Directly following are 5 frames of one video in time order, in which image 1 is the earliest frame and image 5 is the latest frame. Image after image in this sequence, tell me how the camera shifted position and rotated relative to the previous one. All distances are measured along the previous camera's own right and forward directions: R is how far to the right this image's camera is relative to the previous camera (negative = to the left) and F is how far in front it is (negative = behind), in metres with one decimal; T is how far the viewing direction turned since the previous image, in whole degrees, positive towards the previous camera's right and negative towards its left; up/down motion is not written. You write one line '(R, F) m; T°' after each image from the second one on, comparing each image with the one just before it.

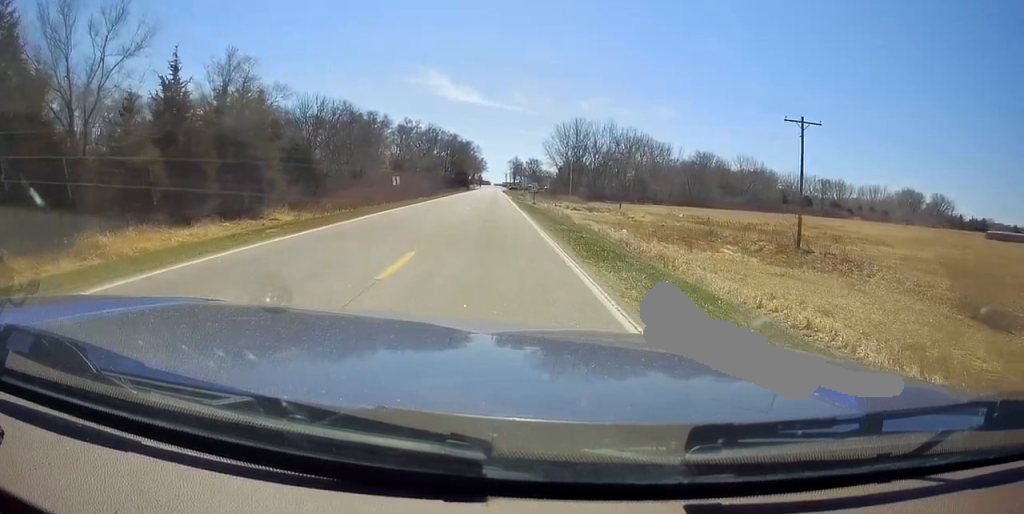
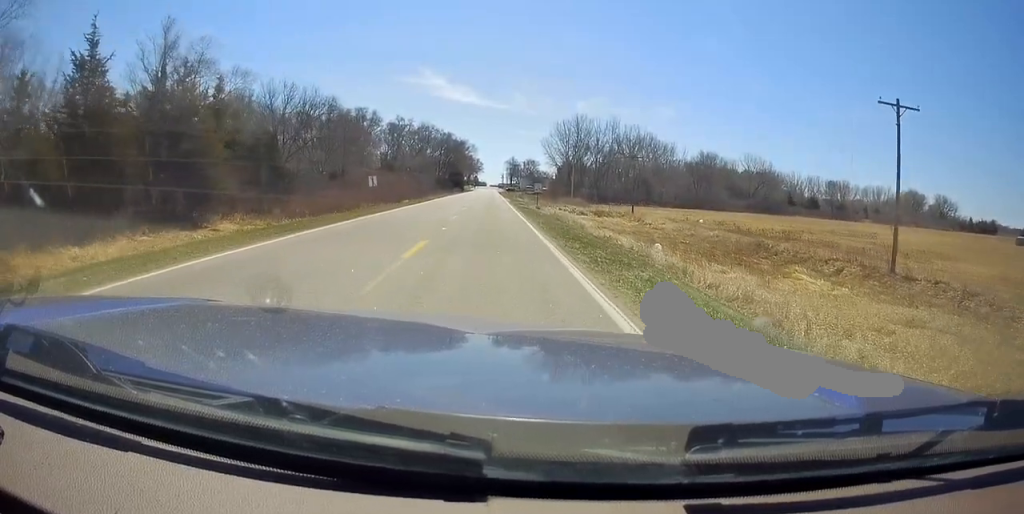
(0.0, +9.1) m; 0°
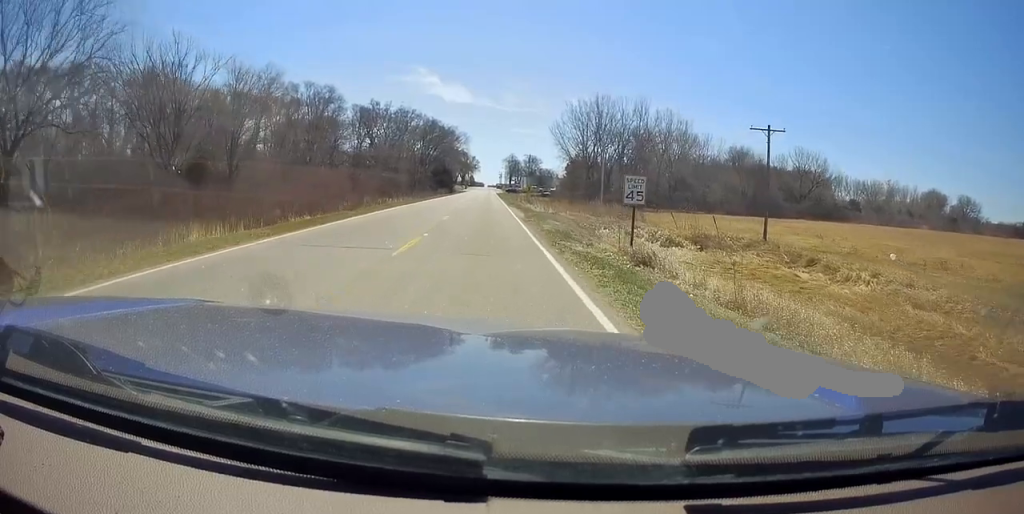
(0.0, +35.5) m; 0°
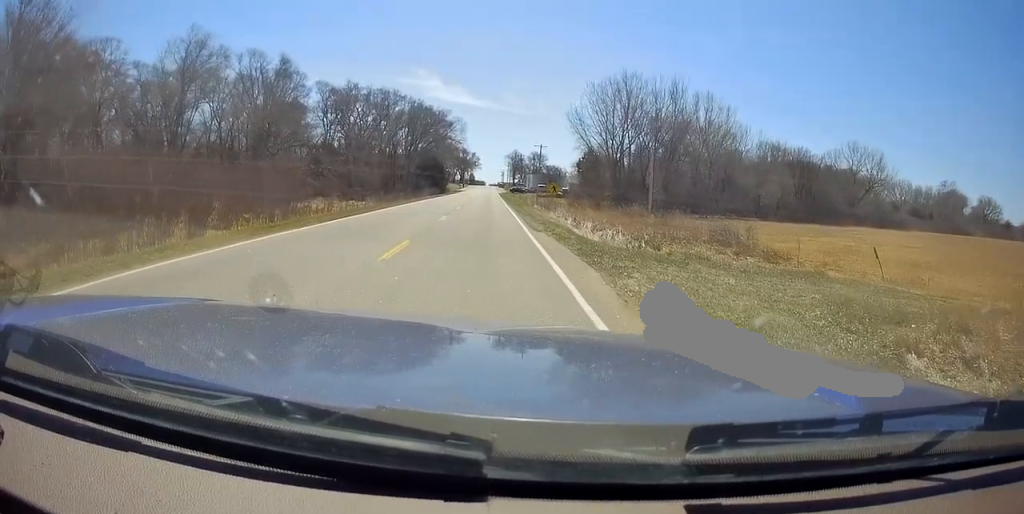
(-0.5, +25.8) m; -2°
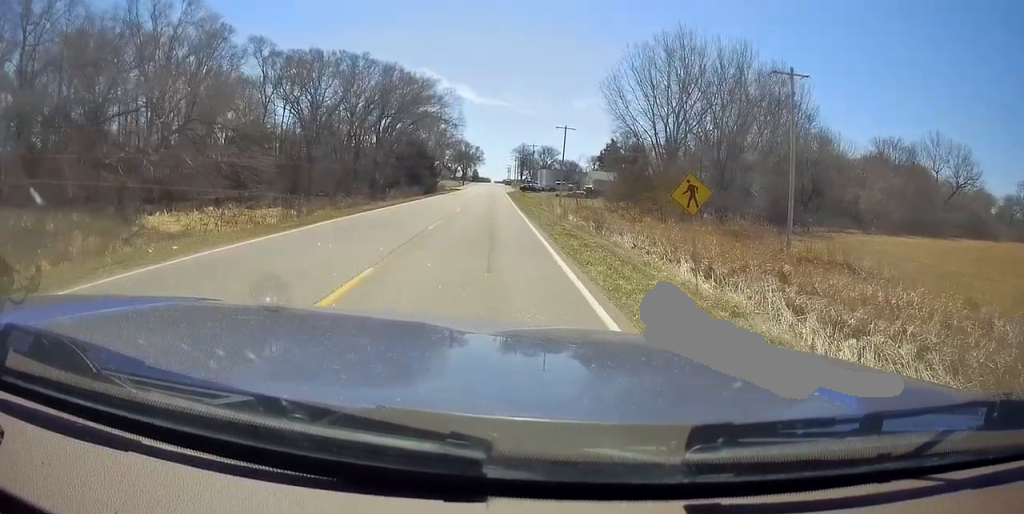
(+0.5, +28.7) m; +2°
